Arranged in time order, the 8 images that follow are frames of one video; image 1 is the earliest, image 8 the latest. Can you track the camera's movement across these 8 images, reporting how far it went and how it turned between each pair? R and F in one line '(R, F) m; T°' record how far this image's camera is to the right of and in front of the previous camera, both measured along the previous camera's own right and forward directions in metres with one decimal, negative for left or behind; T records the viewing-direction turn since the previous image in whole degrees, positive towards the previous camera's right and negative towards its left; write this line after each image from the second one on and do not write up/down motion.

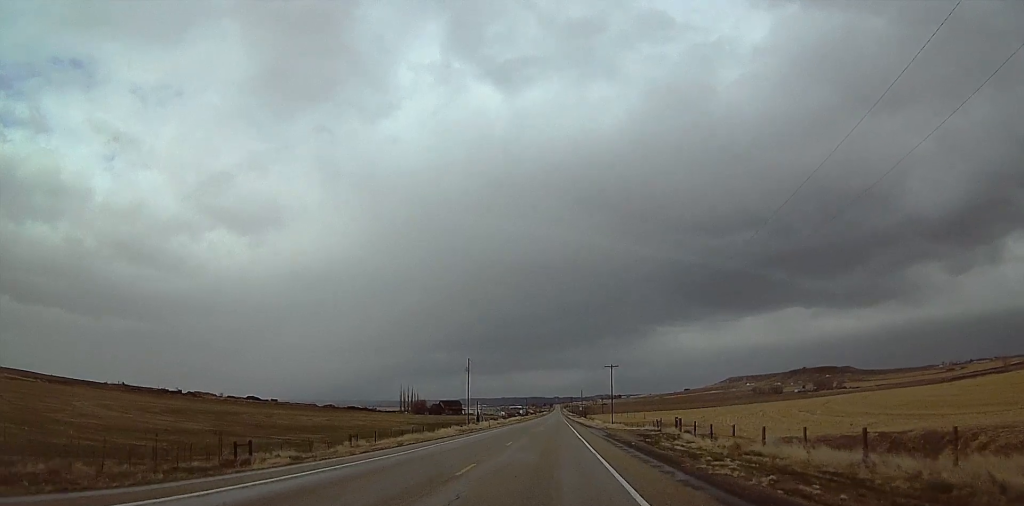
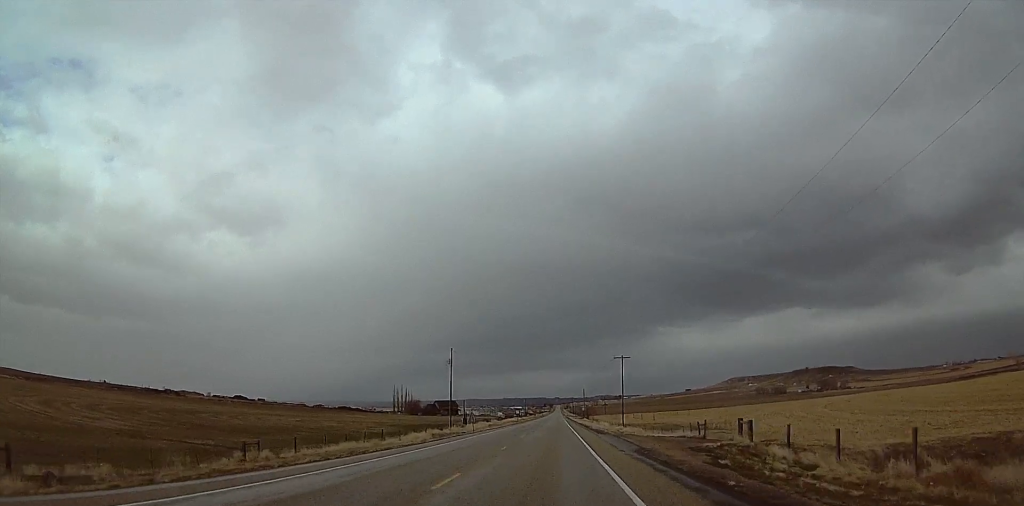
(-0.5, +18.6) m; -1°
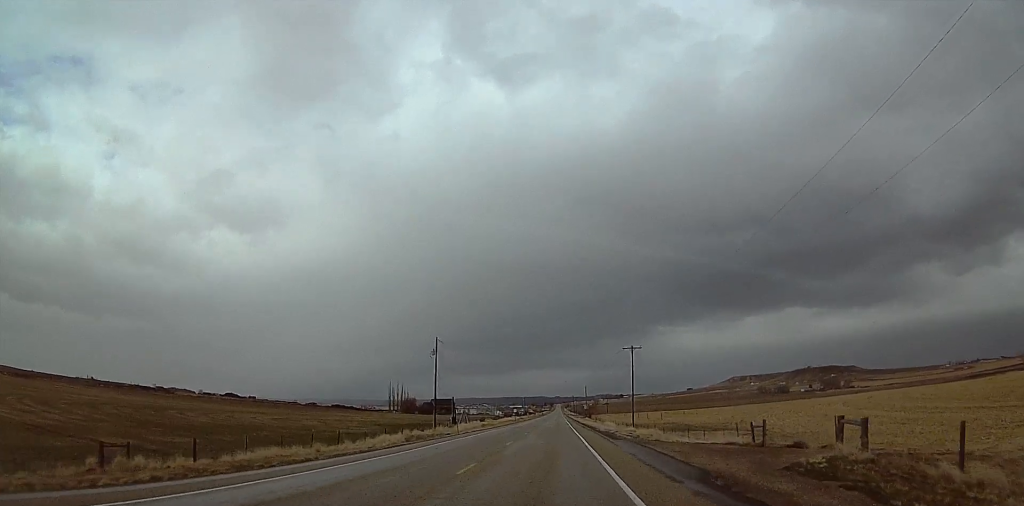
(-0.8, +12.5) m; 0°
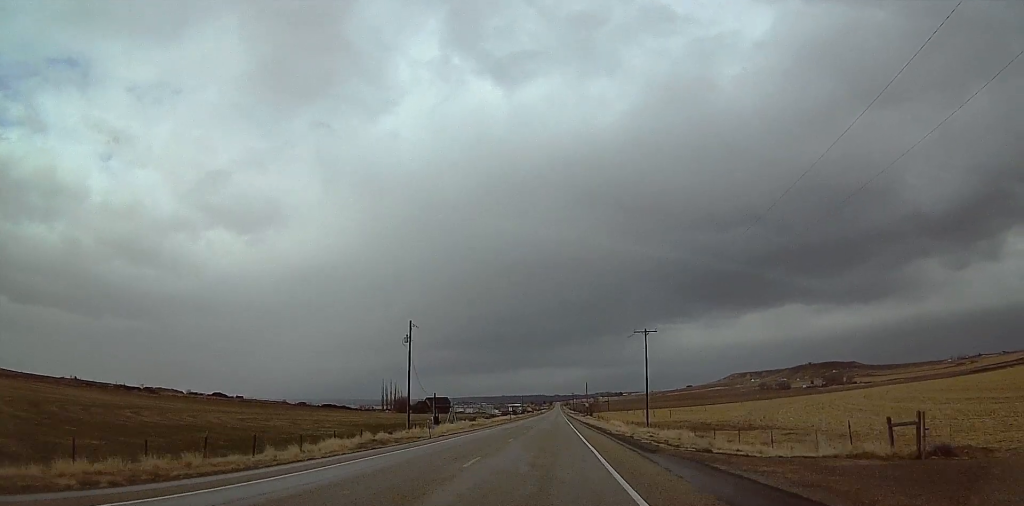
(+0.6, +13.9) m; +2°
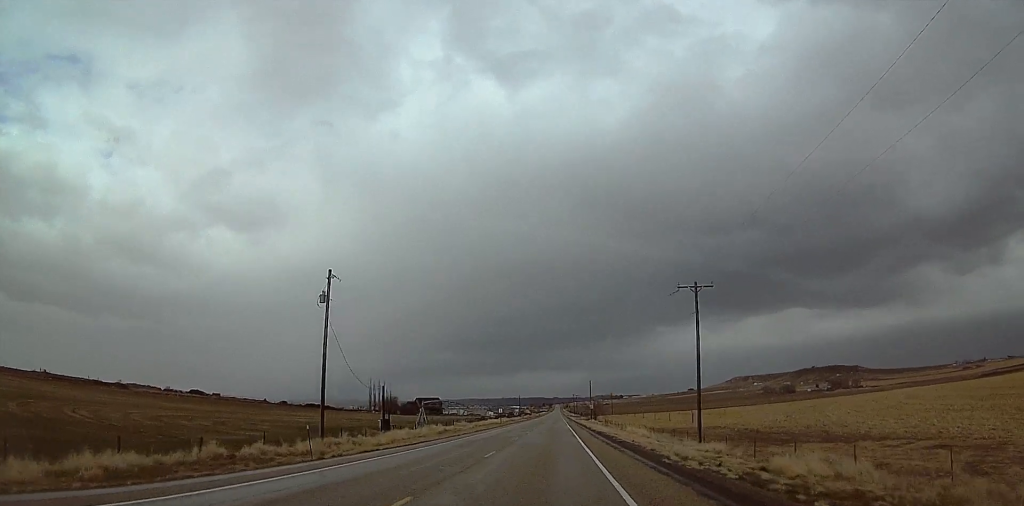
(+0.9, +24.9) m; +2°
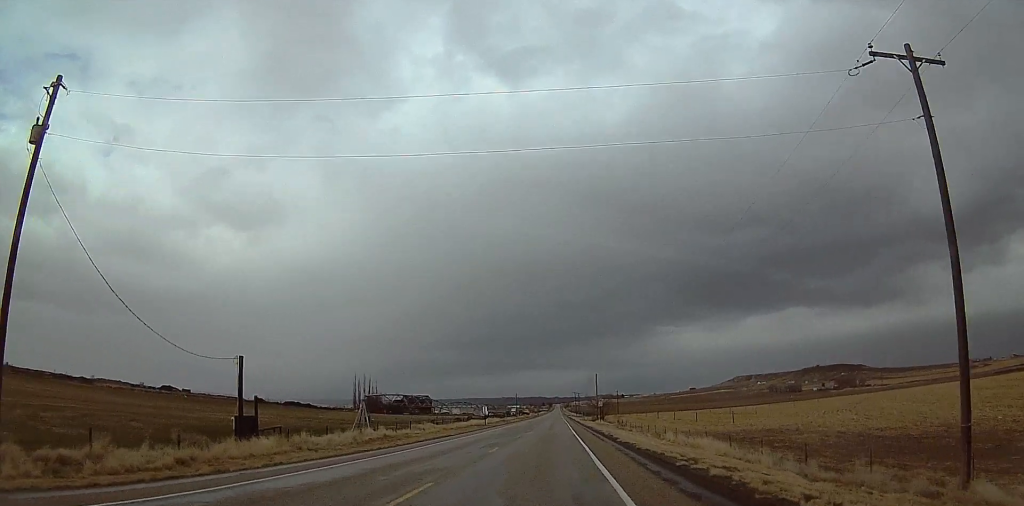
(-0.2, +28.1) m; 0°
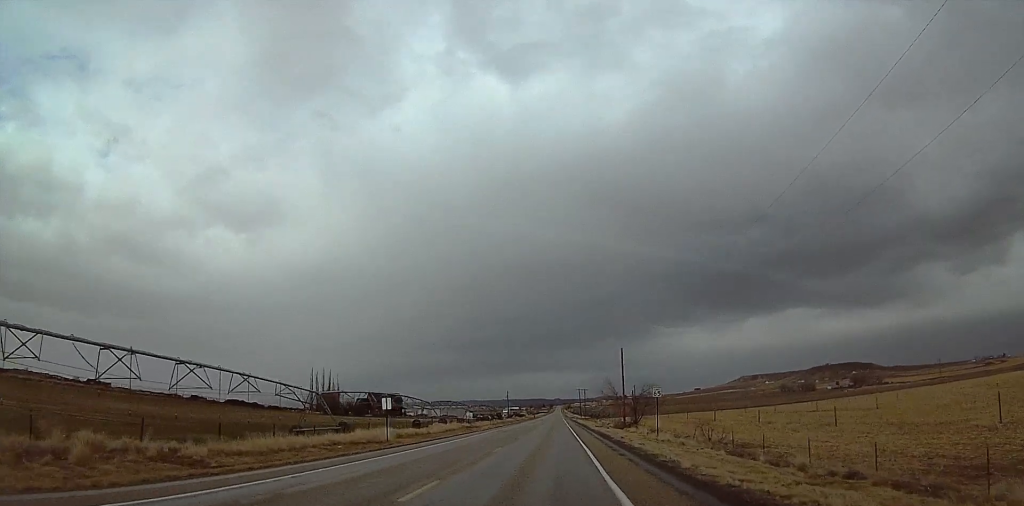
(-0.3, +59.5) m; -1°
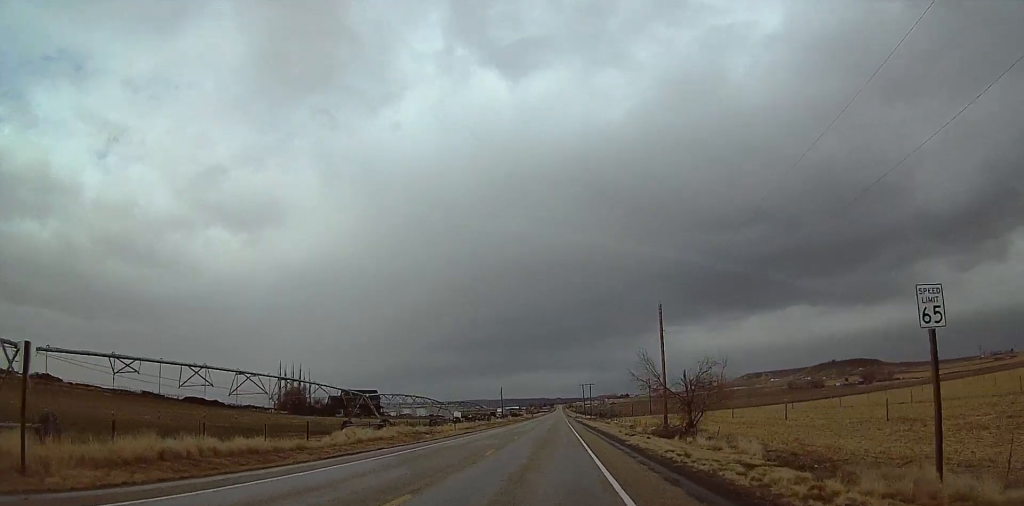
(0.0, +33.4) m; 0°
